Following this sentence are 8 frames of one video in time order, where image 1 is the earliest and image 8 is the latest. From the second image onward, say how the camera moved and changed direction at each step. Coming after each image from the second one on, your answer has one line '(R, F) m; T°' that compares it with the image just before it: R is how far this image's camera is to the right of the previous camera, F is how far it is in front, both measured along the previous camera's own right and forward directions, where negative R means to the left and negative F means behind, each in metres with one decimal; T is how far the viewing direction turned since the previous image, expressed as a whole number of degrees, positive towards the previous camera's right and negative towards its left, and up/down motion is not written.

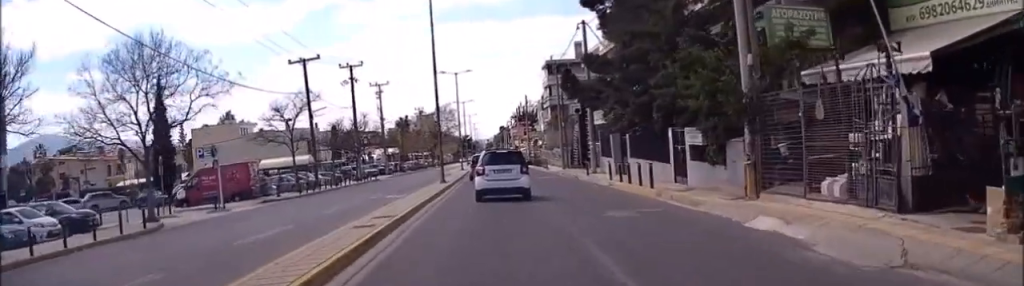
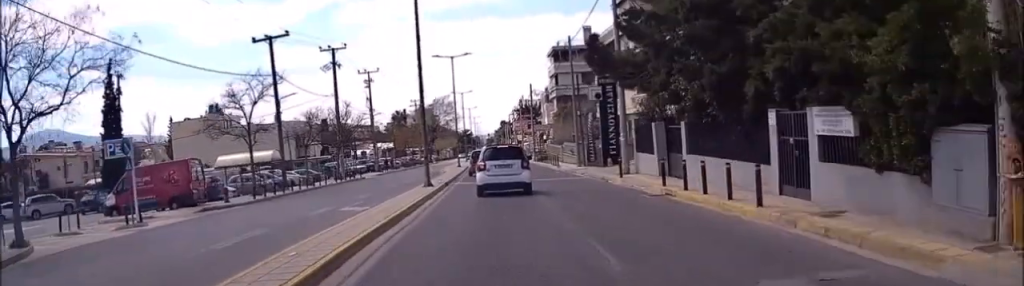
(0.0, +9.0) m; 0°
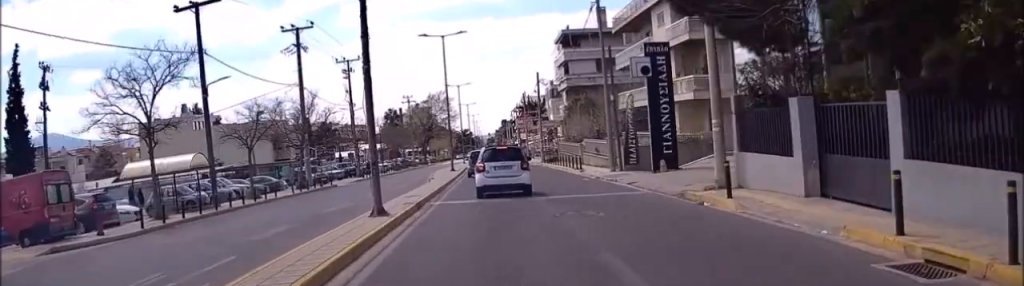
(-0.1, +12.9) m; 0°
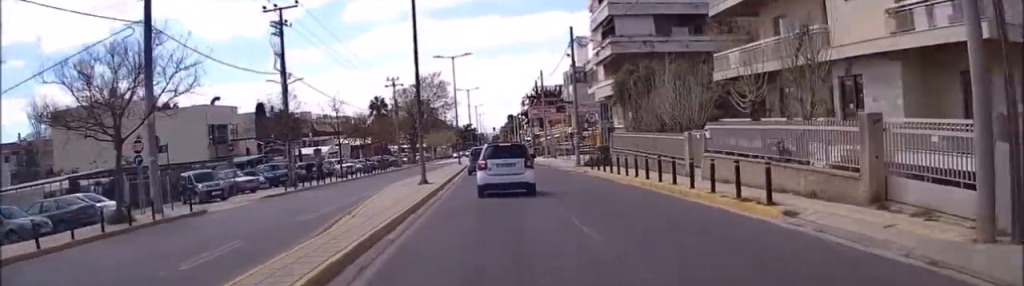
(+0.2, +24.4) m; 0°
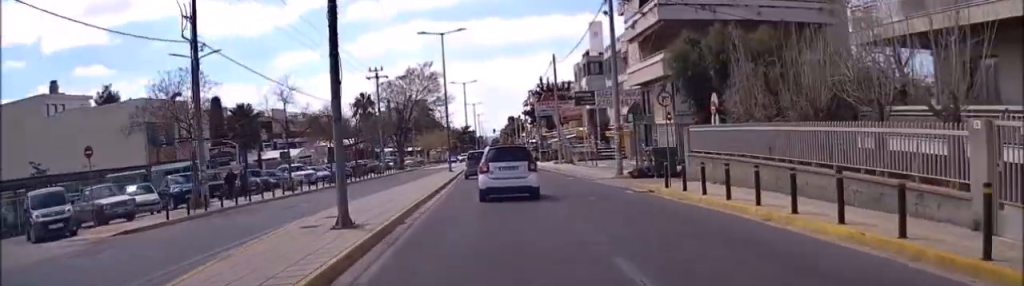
(-0.1, +15.8) m; 0°
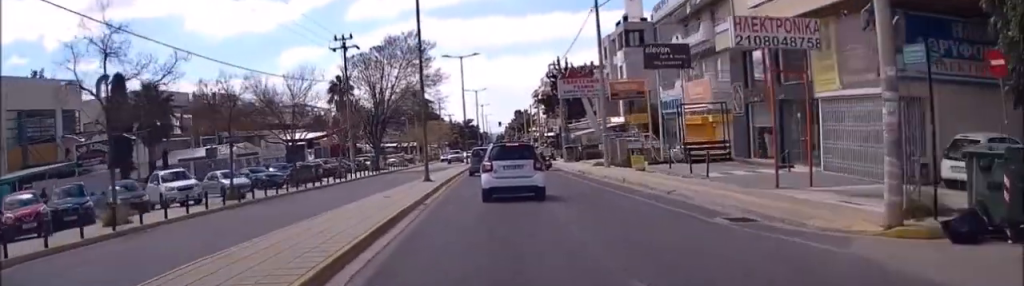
(0.0, +19.9) m; 0°
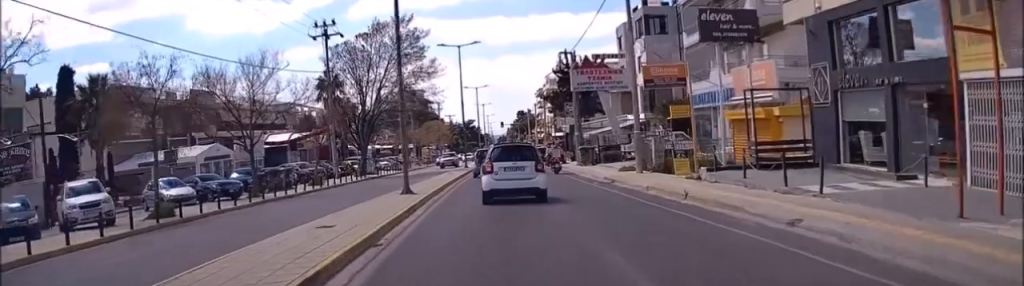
(0.0, +6.6) m; 0°
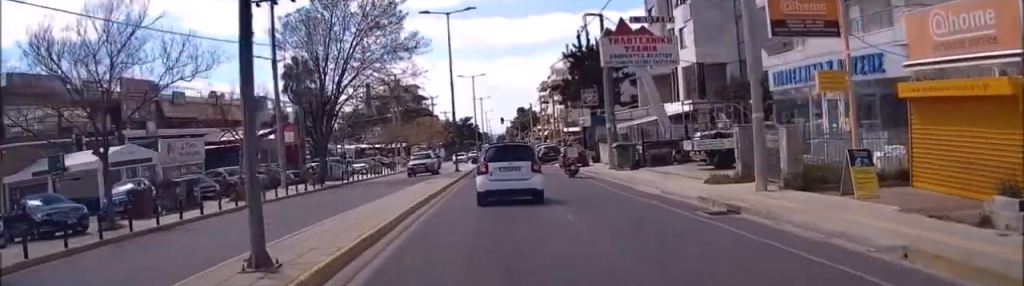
(-0.1, +12.1) m; 0°
